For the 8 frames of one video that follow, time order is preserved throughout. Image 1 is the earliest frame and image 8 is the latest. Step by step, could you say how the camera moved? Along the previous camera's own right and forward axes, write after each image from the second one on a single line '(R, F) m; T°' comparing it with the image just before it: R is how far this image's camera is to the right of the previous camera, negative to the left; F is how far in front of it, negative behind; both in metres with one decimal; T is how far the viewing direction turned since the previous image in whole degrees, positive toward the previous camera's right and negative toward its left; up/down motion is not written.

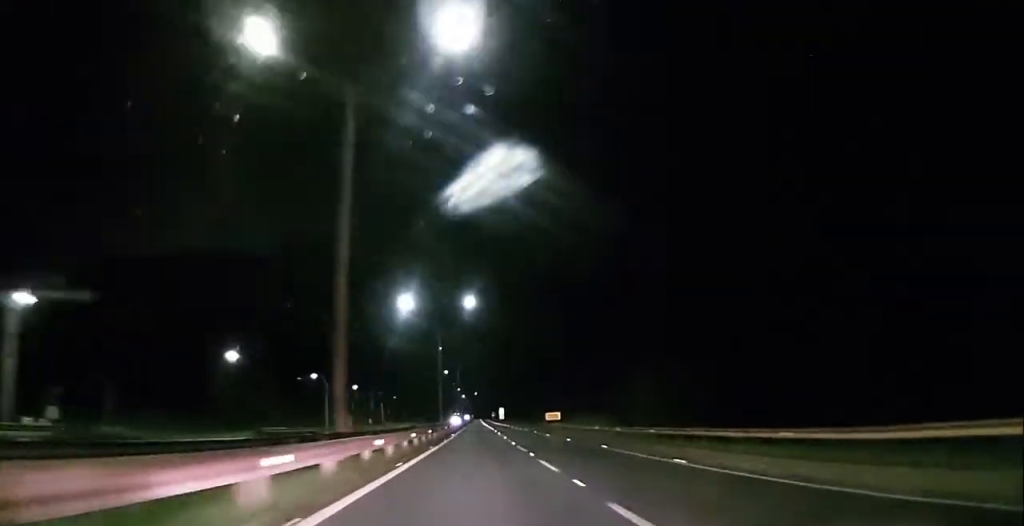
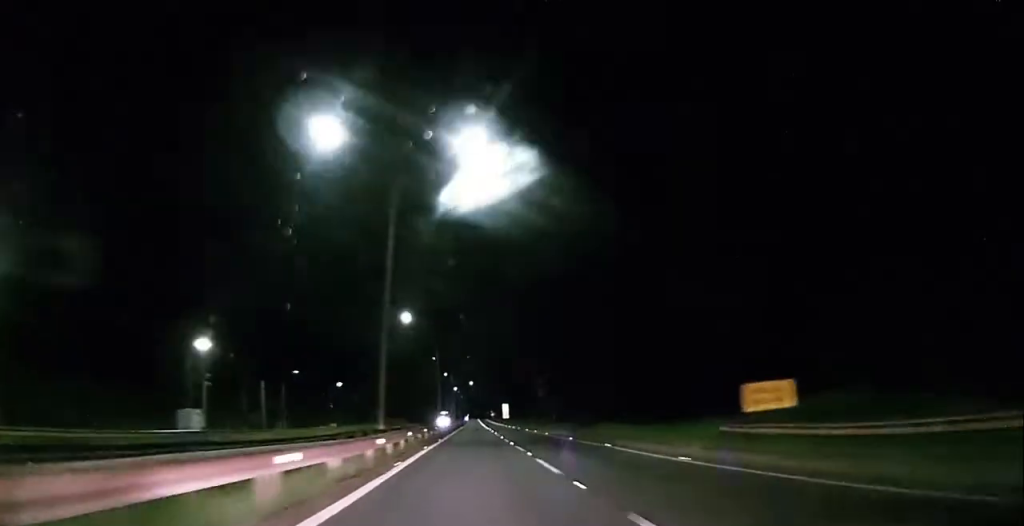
(+0.6, +71.6) m; +1°
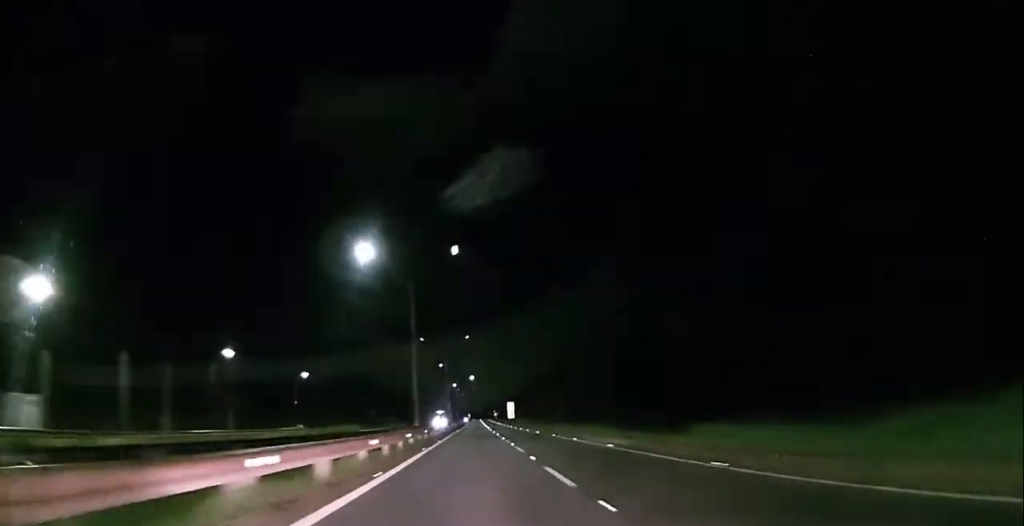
(+0.1, +25.0) m; 0°
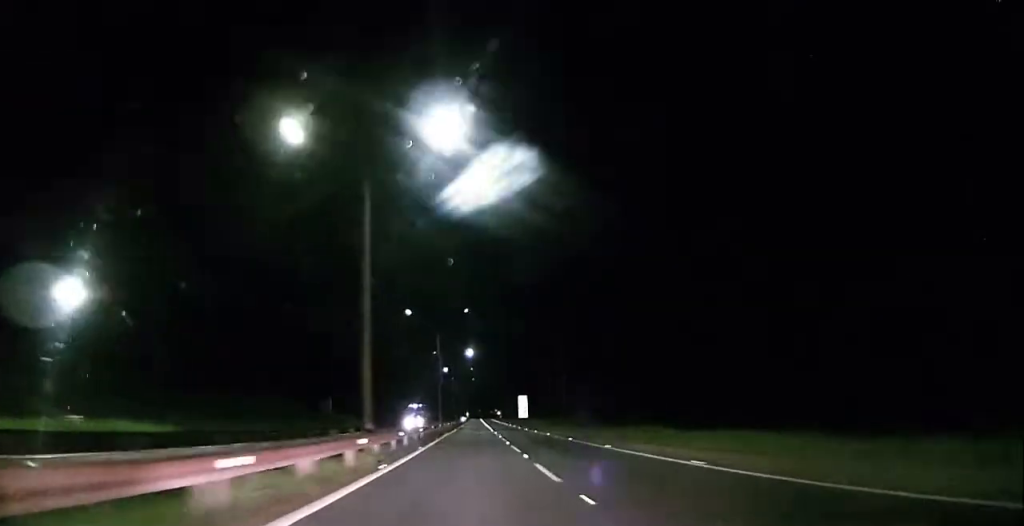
(-0.1, +57.7) m; 0°
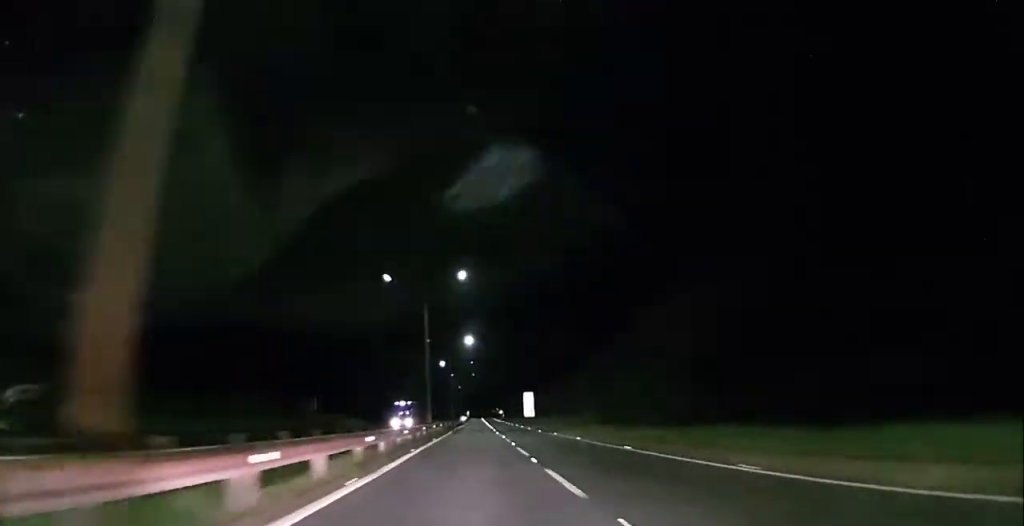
(0.0, +15.2) m; 0°
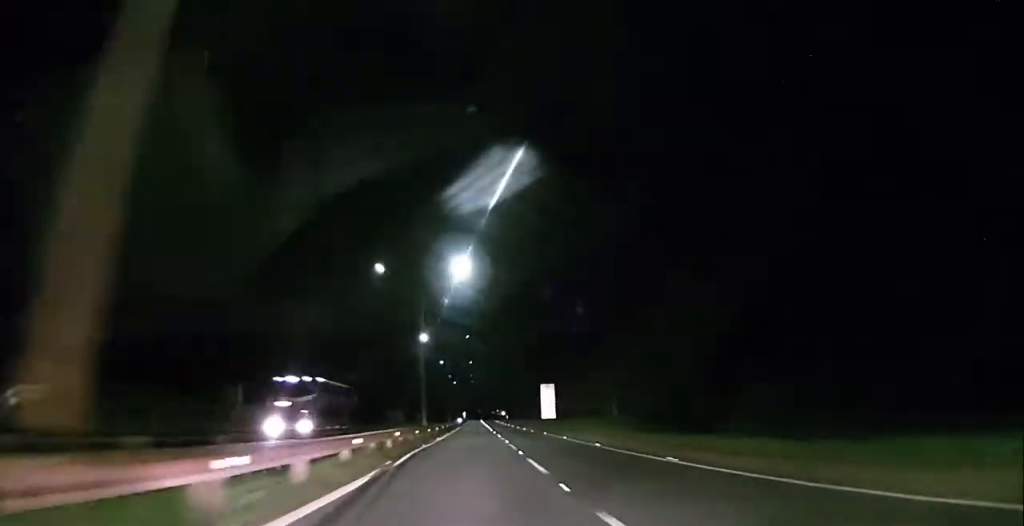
(-0.4, +41.6) m; 0°
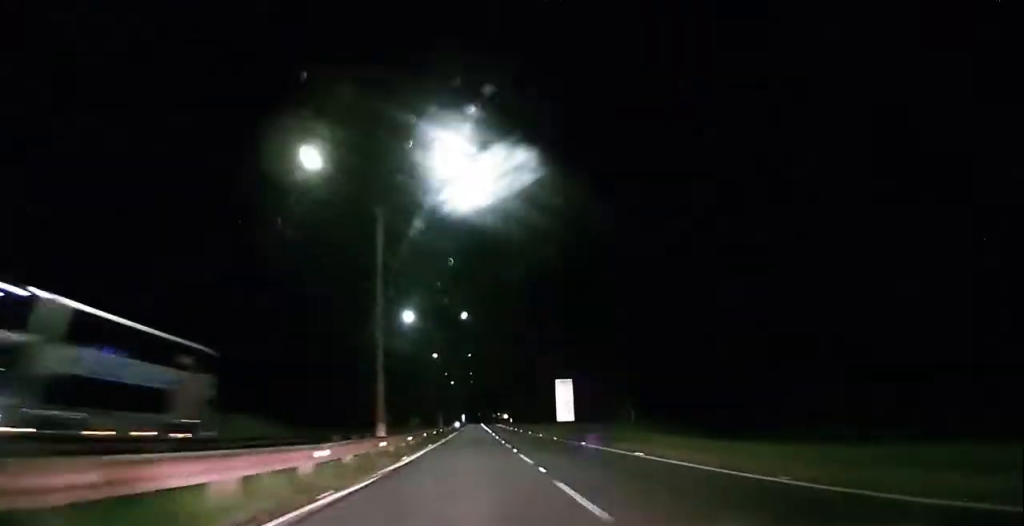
(-0.3, +19.4) m; 0°
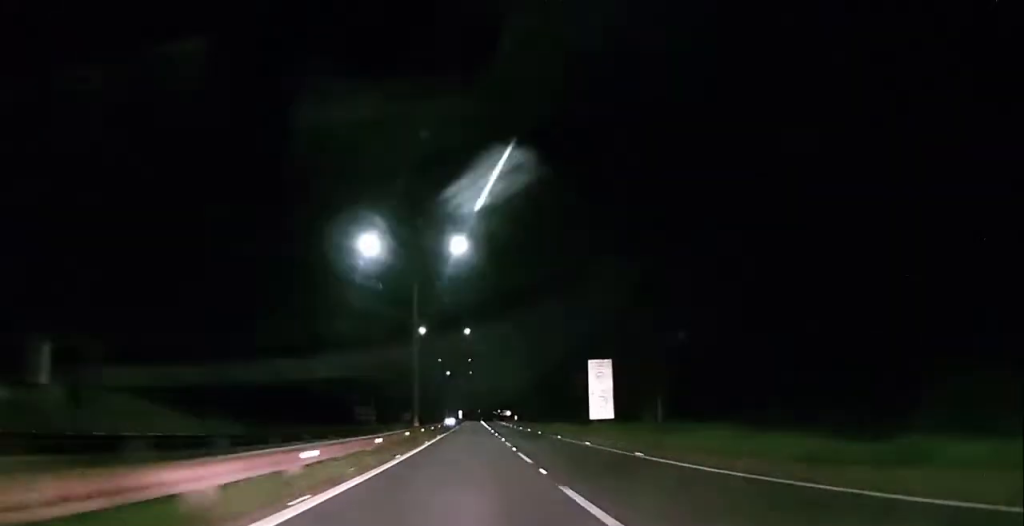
(+0.7, +25.1) m; 0°
